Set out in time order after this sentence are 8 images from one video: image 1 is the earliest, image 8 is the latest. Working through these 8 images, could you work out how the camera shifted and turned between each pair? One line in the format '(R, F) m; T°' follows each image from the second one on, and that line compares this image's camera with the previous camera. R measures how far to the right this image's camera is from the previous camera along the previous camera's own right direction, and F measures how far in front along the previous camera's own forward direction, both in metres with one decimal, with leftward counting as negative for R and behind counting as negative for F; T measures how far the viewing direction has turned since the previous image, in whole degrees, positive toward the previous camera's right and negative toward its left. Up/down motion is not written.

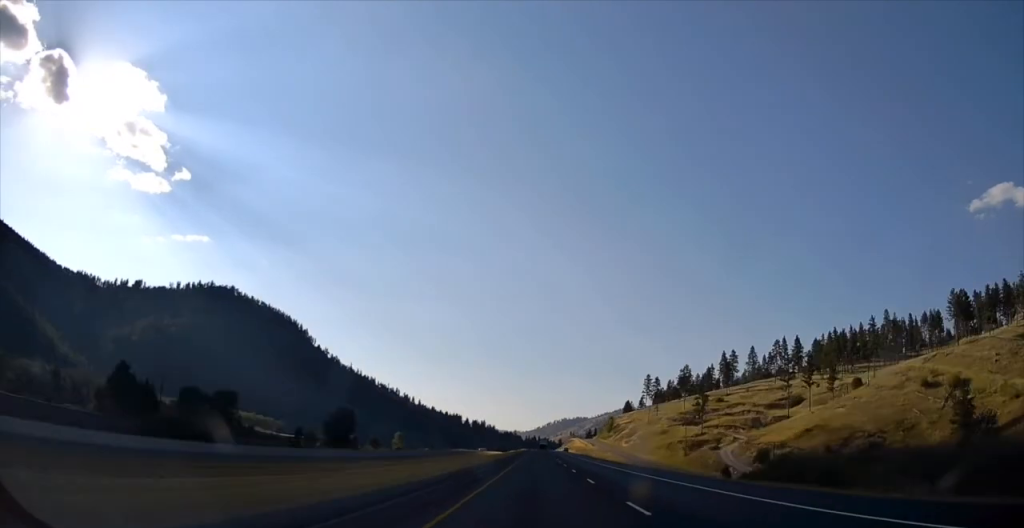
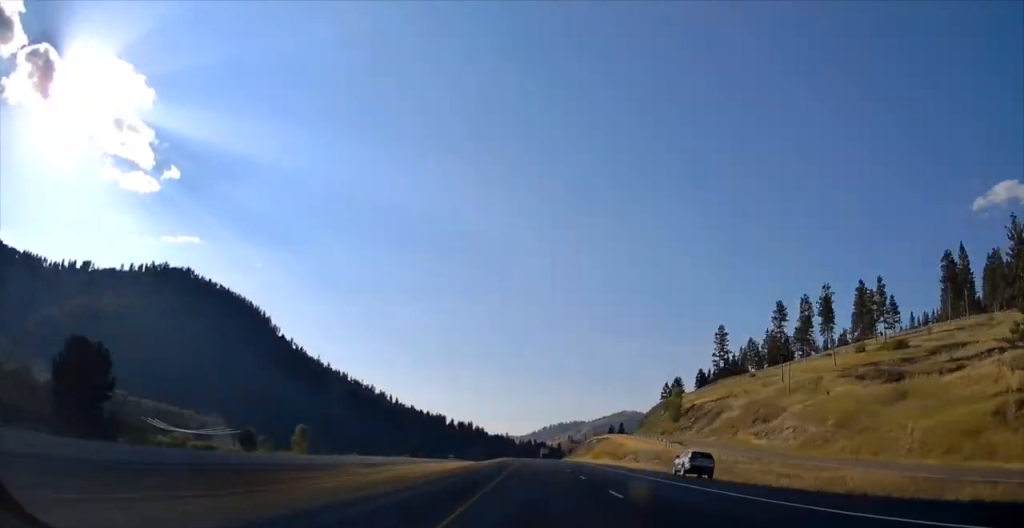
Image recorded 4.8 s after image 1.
(0.0, +179.4) m; +1°
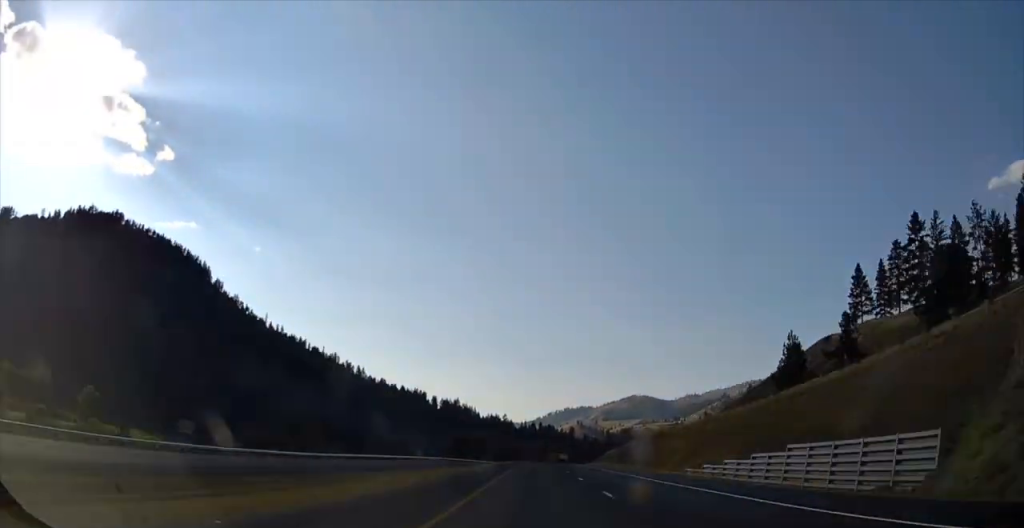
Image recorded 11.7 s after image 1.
(-2.7, +258.3) m; +5°
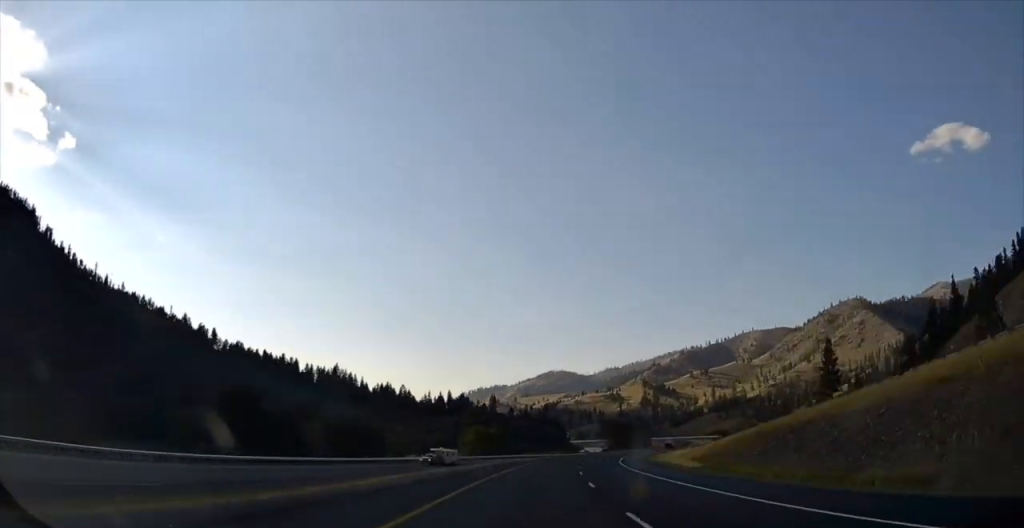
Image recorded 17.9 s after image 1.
(+22.0, +226.8) m; +11°
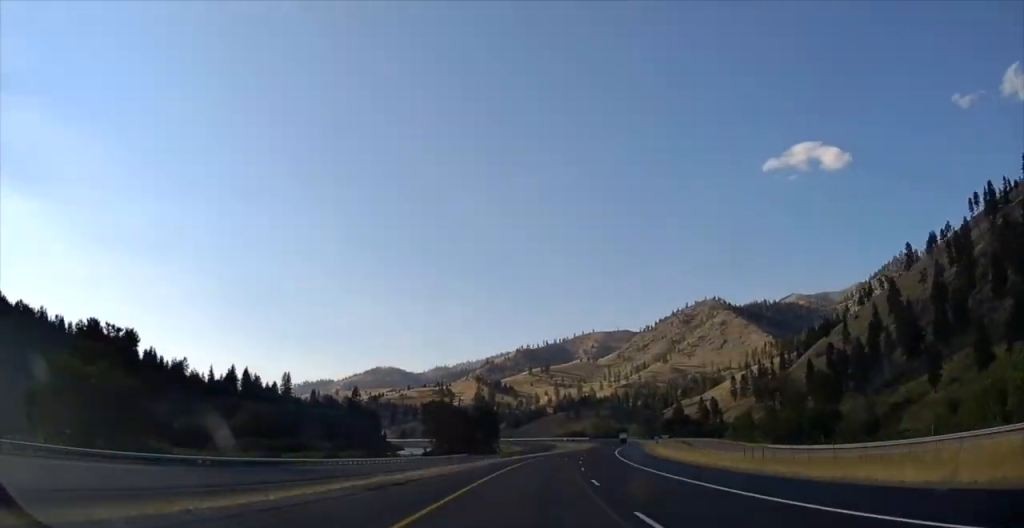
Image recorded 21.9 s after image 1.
(+8.4, +146.5) m; +3°
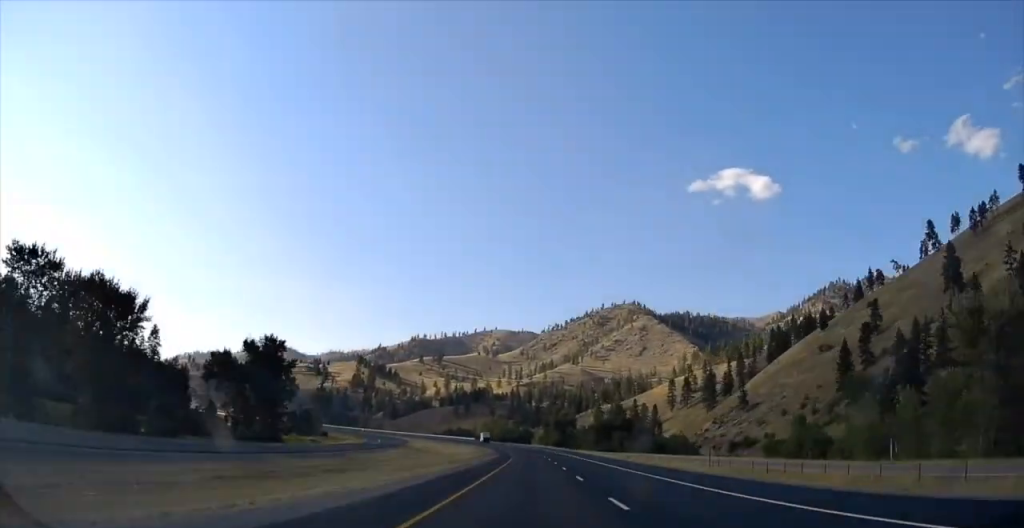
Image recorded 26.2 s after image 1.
(+24.6, +156.2) m; -2°
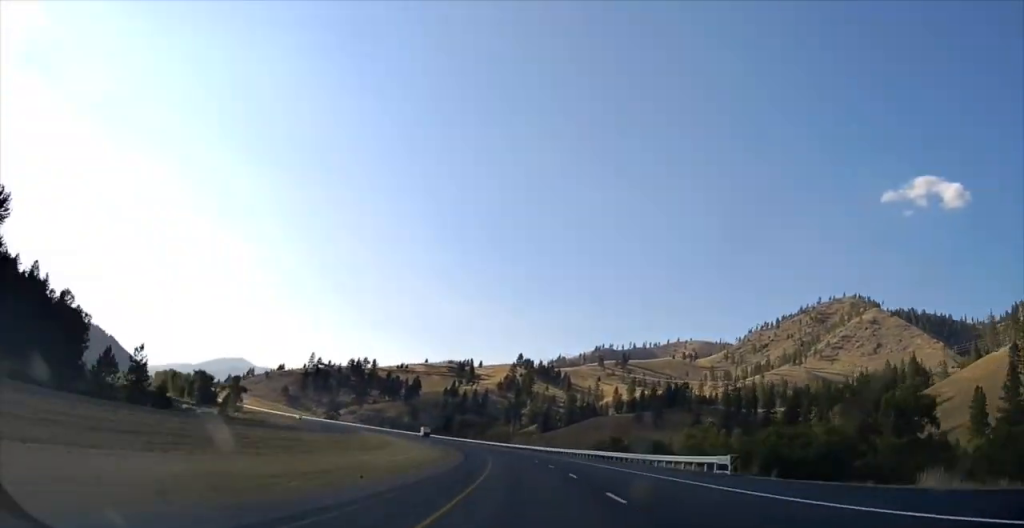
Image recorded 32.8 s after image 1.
(-24.9, +242.3) m; -15°
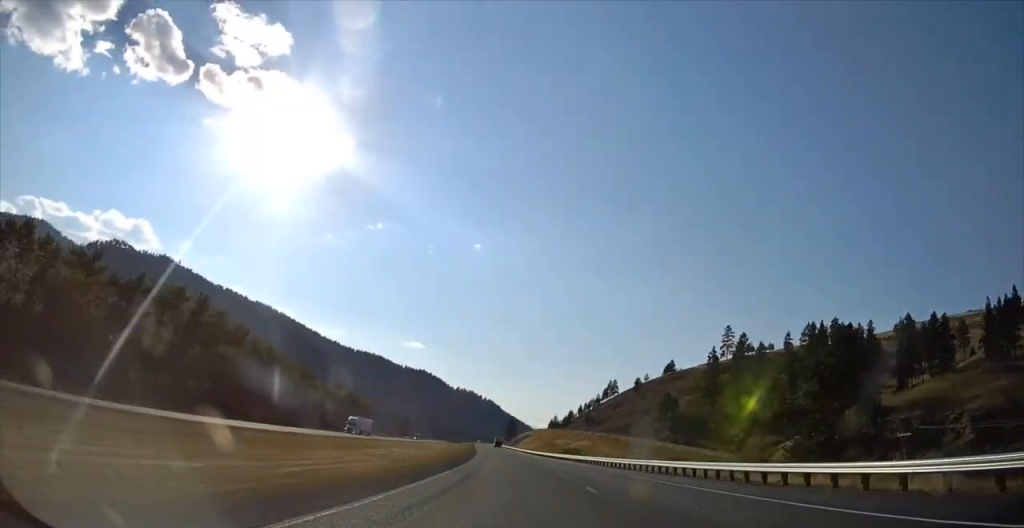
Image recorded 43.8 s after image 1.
(-104.5, +388.1) m; -26°
